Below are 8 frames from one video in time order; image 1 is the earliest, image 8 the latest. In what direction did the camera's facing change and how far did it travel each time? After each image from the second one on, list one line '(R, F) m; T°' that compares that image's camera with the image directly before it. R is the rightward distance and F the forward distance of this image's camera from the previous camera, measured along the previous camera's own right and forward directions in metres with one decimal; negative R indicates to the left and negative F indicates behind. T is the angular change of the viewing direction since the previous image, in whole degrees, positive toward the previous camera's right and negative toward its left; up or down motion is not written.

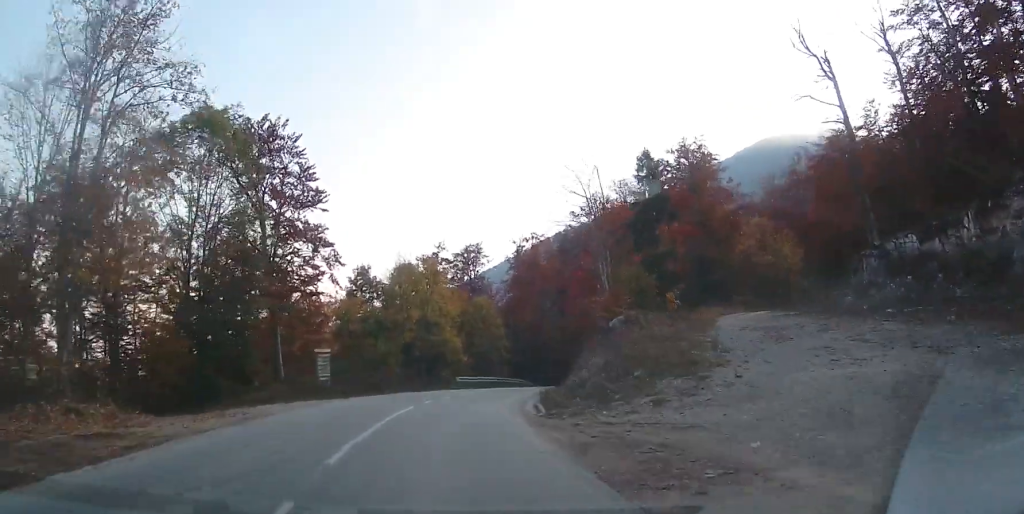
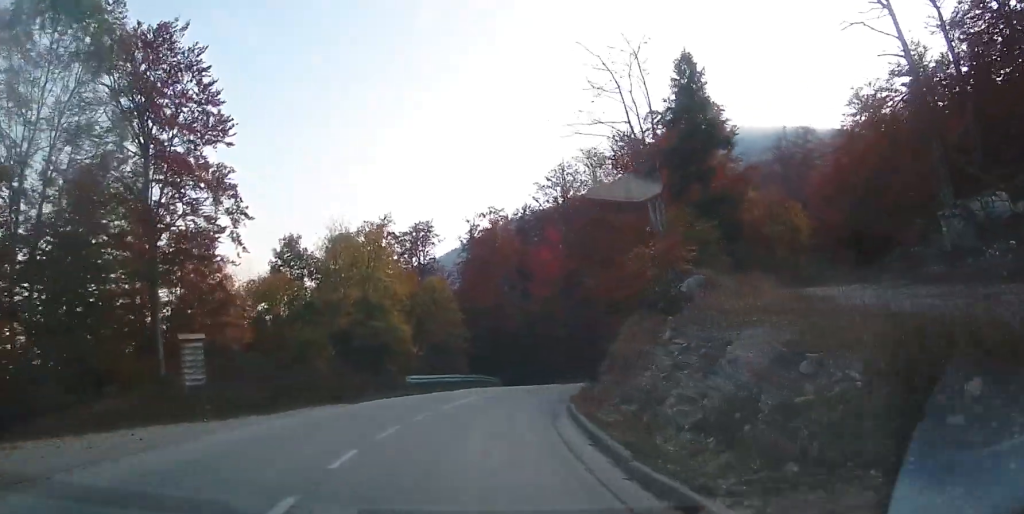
(+0.5, +13.1) m; +4°
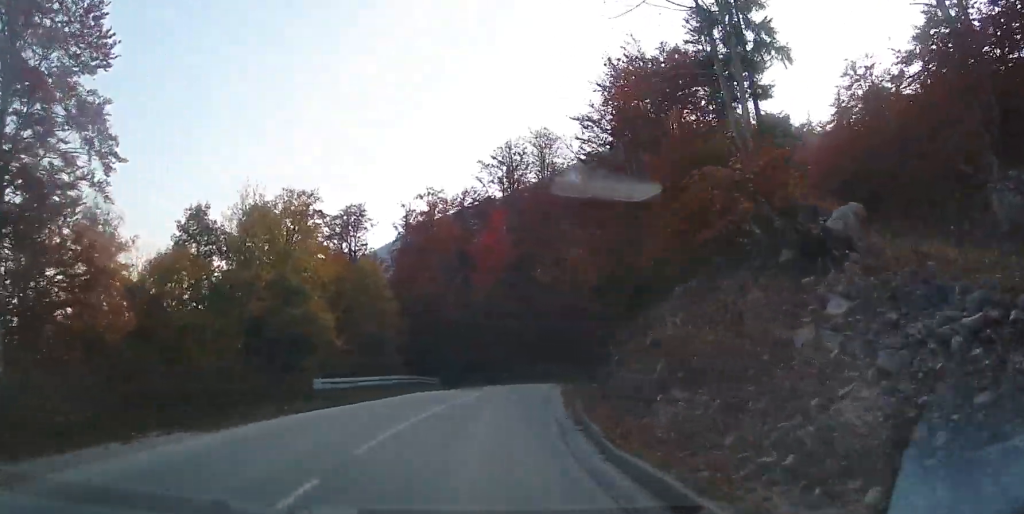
(0.0, +8.8) m; +4°
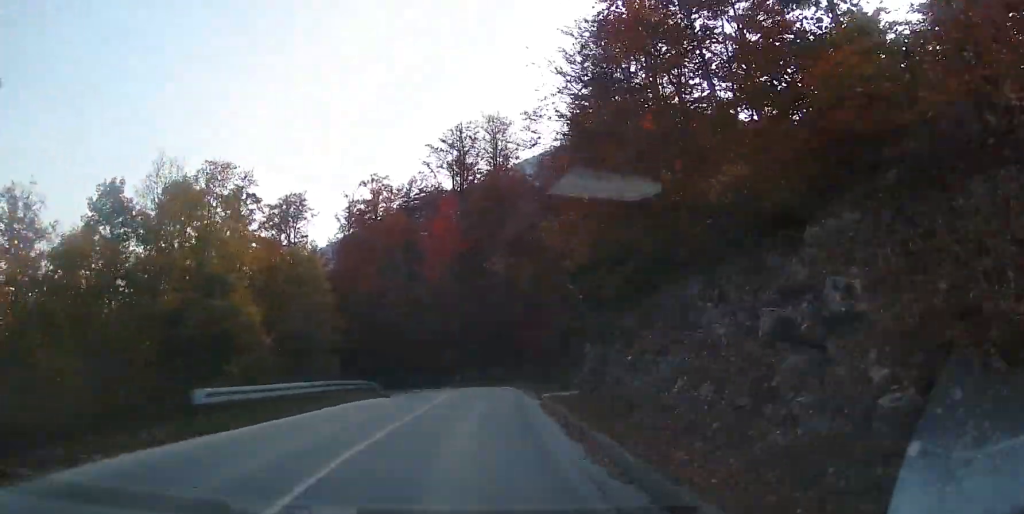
(+0.4, +5.9) m; +6°
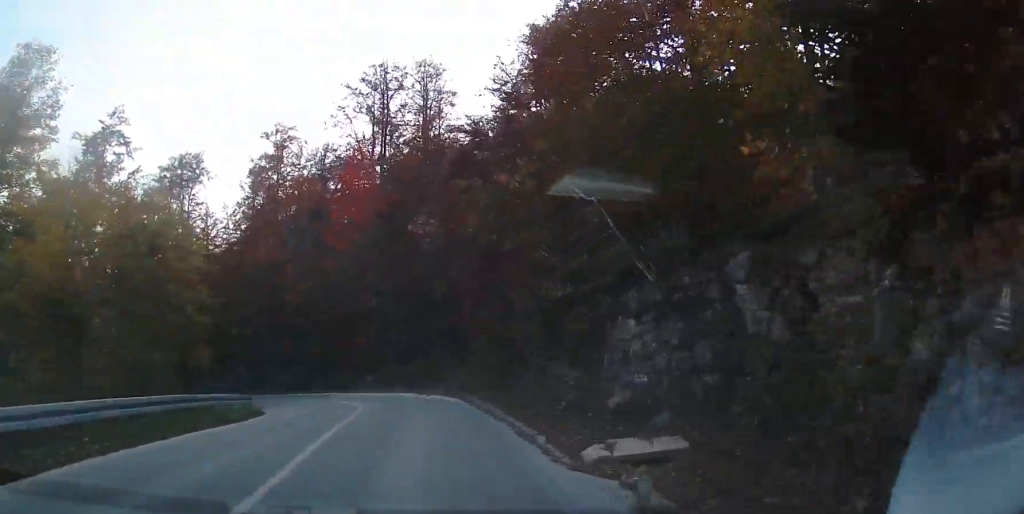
(+1.7, +14.3) m; +10°
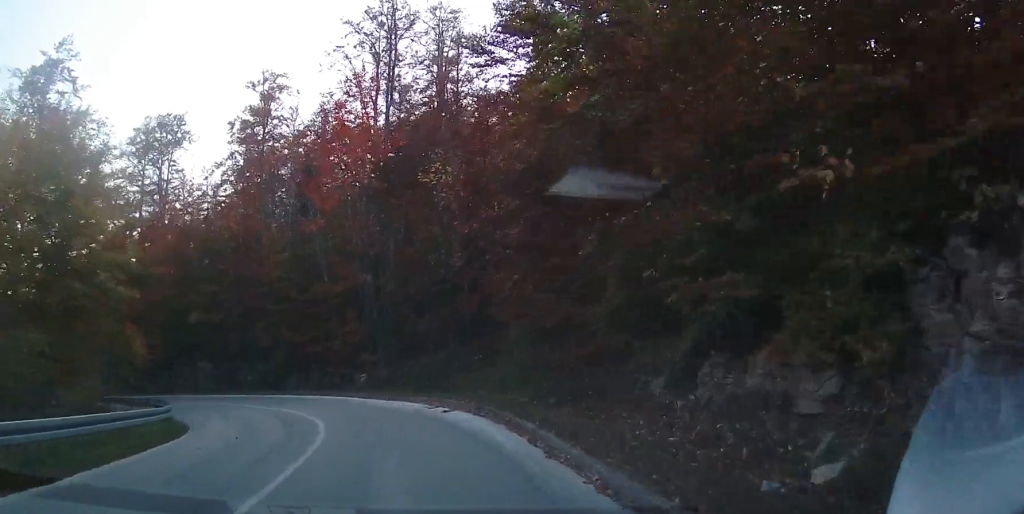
(+0.2, +10.7) m; -2°
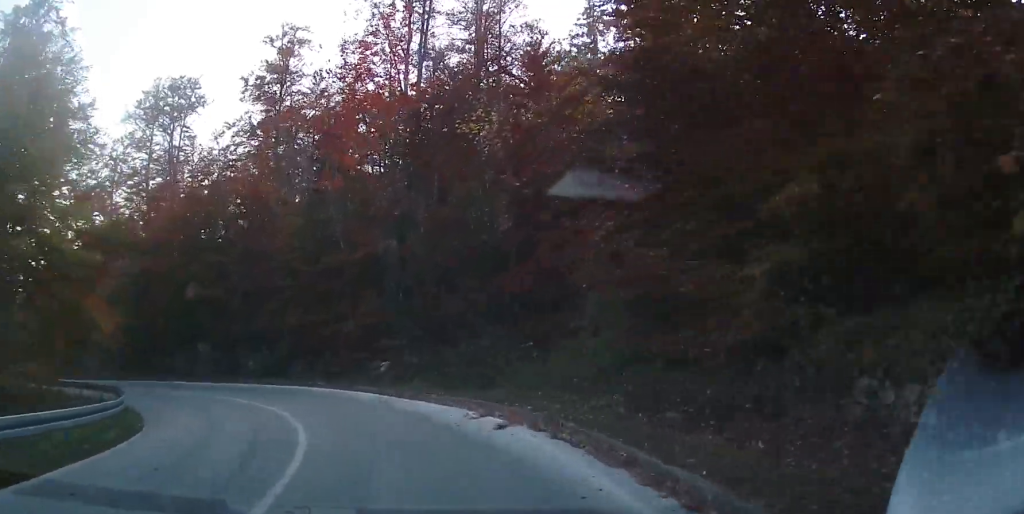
(-0.1, +5.9) m; -4°
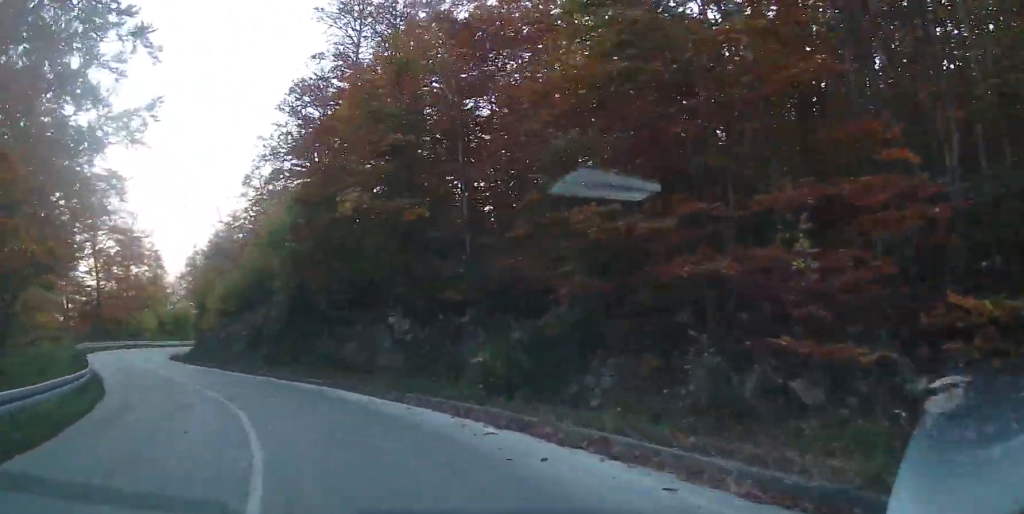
(-3.7, +20.4) m; -27°
